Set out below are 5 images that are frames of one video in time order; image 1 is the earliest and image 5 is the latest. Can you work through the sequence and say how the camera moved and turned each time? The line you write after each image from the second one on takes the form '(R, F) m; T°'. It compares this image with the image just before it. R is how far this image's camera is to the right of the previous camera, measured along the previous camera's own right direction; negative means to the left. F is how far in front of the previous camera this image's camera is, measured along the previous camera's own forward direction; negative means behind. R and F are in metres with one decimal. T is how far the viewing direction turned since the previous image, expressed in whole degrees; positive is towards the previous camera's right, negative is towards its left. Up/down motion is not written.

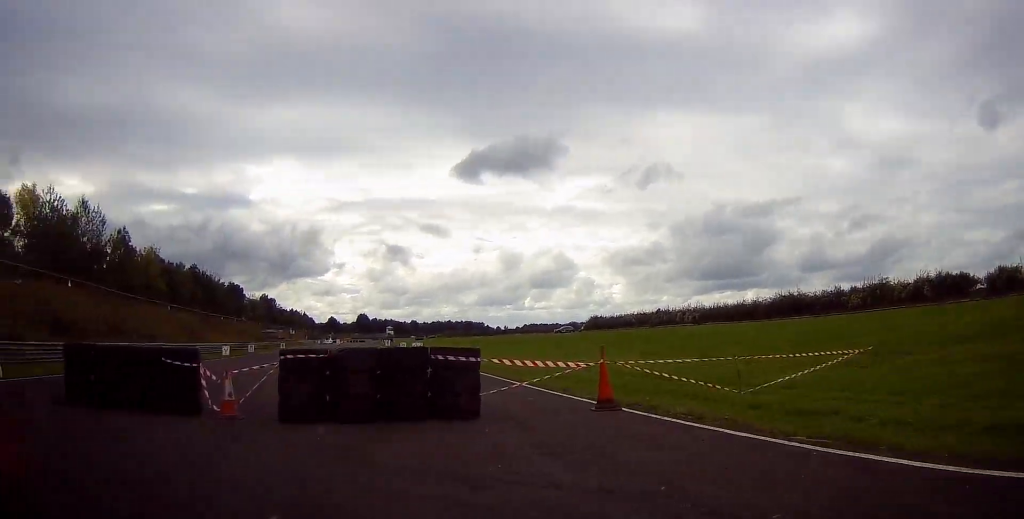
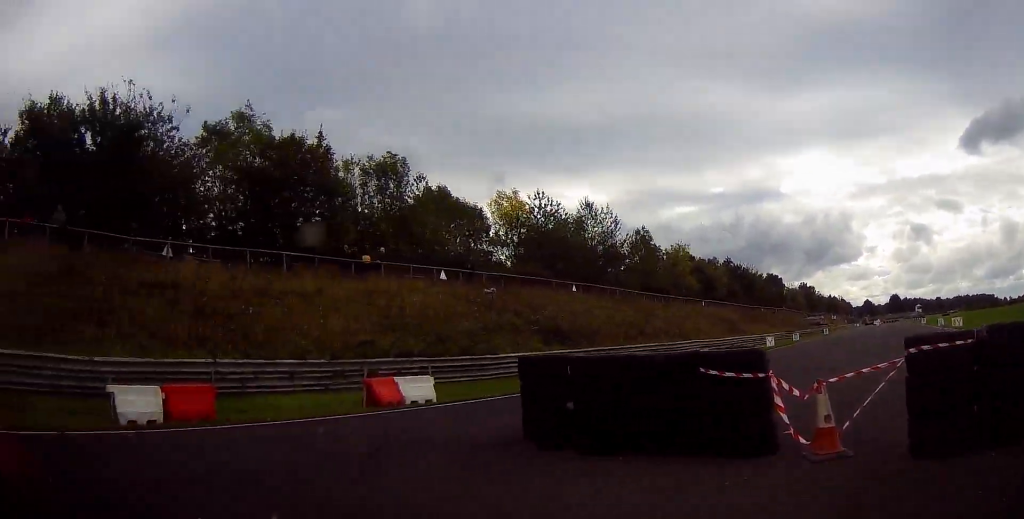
(-1.7, +3.5) m; -34°
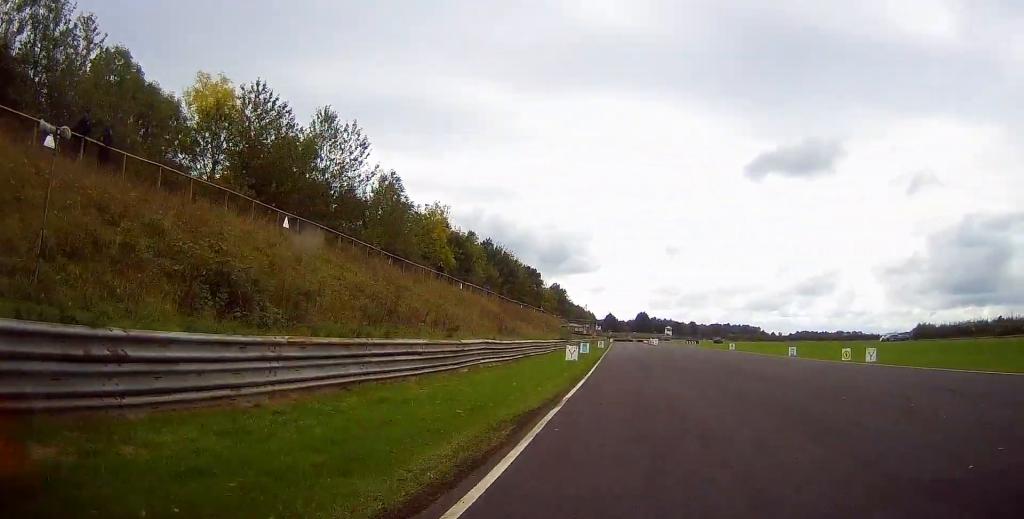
(+0.2, +16.1) m; +21°
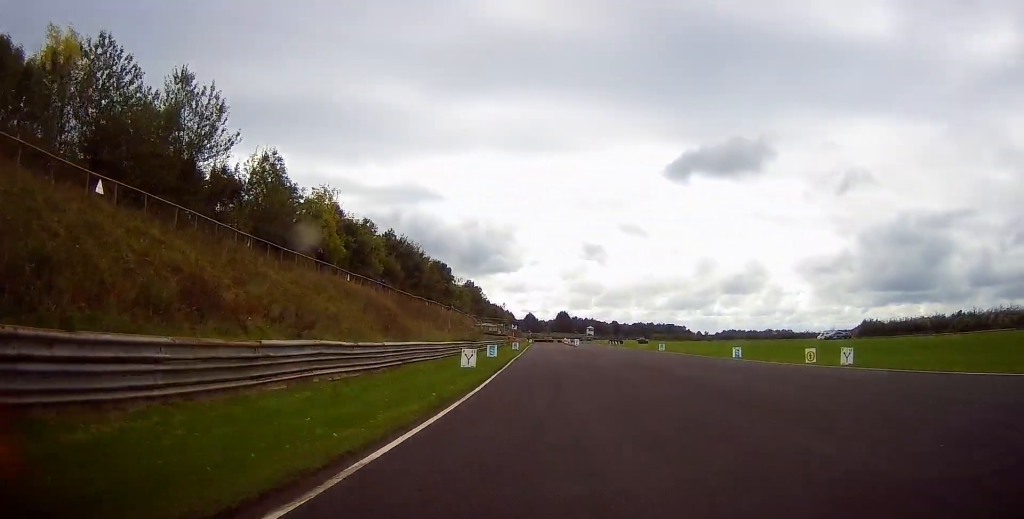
(+0.8, +7.1) m; +4°
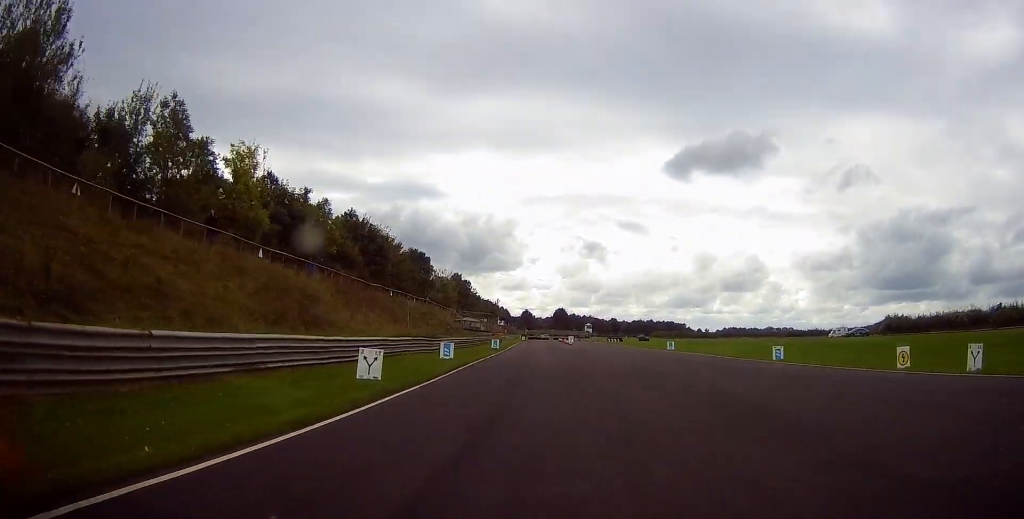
(+0.6, +11.4) m; +4°
